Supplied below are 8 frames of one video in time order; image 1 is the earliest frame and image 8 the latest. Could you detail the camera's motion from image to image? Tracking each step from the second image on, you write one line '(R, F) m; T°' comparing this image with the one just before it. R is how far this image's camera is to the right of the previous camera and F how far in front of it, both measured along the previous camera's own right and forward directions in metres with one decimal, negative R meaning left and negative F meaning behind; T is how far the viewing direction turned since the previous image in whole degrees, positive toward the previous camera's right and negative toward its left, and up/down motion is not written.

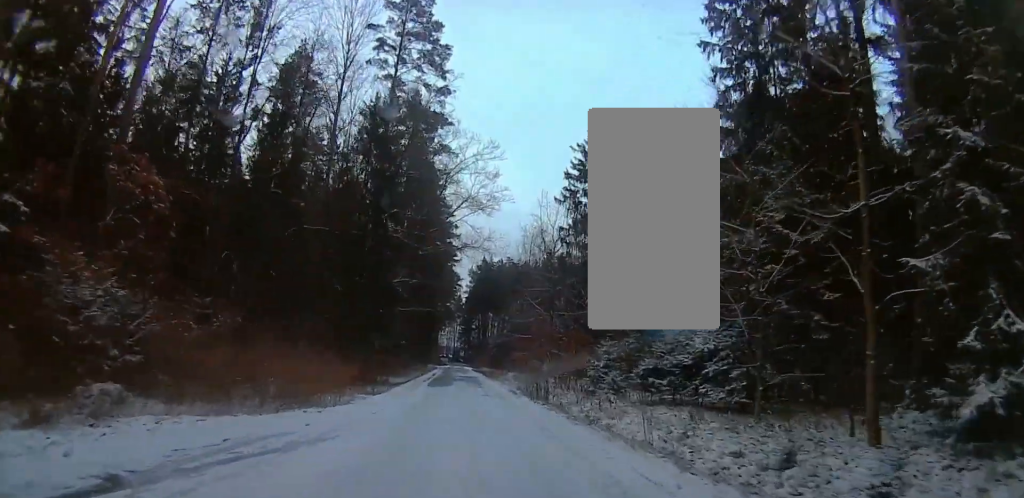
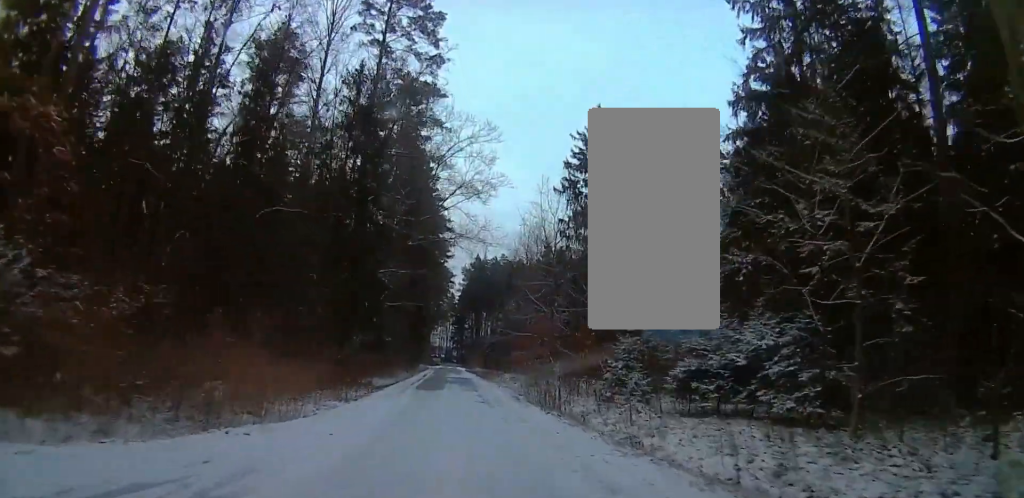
(0.0, +5.0) m; 0°
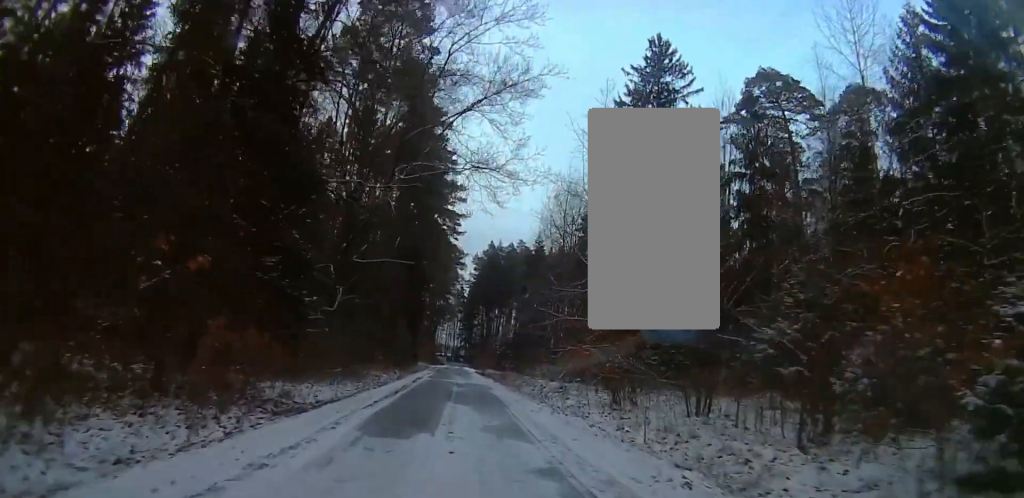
(0.0, +20.5) m; 0°
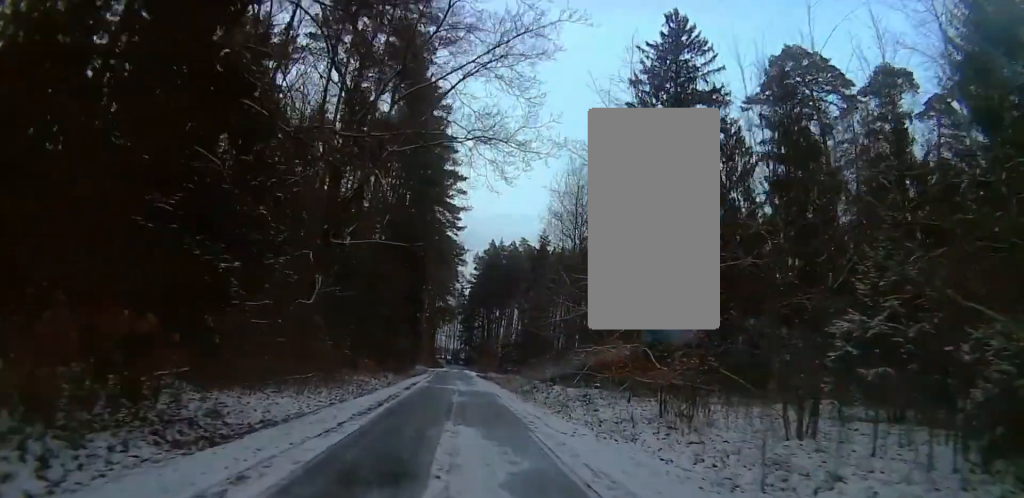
(0.0, +5.4) m; 0°
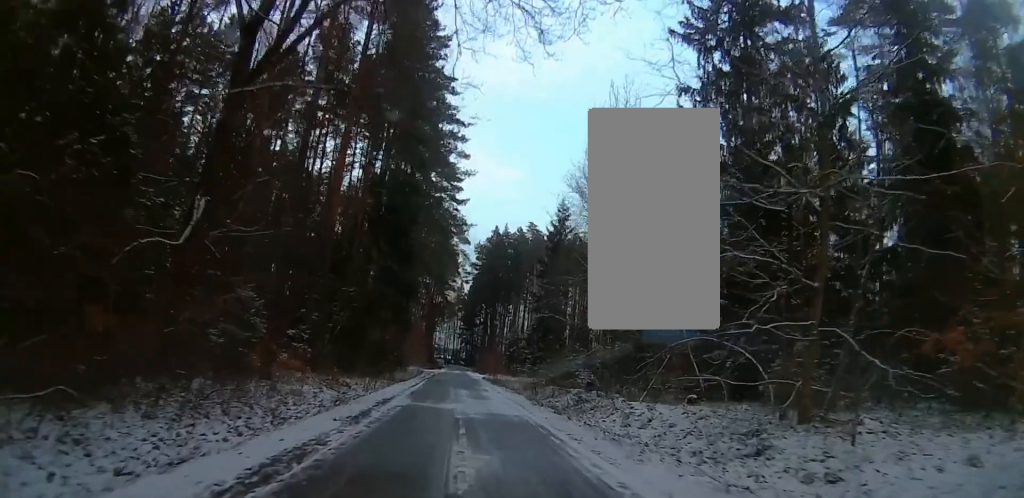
(0.0, +14.8) m; 0°
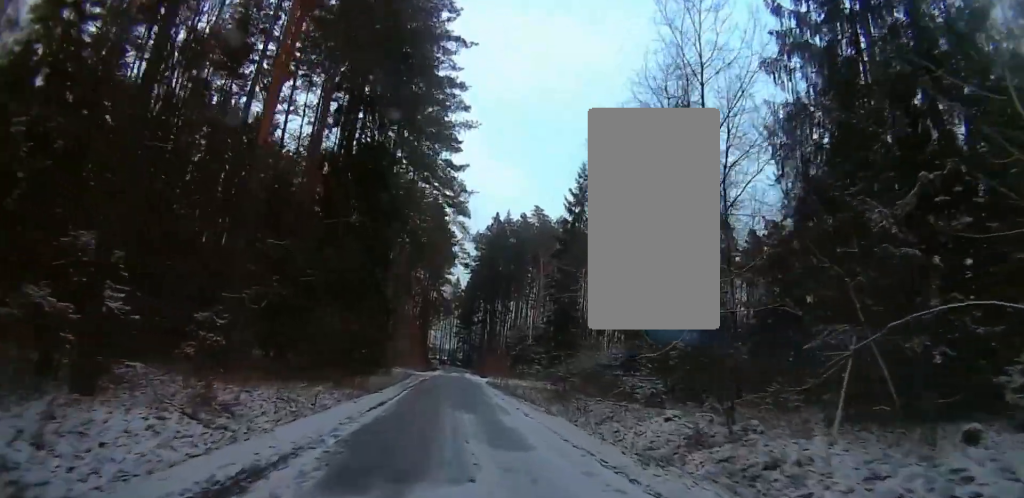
(0.0, +12.7) m; 0°
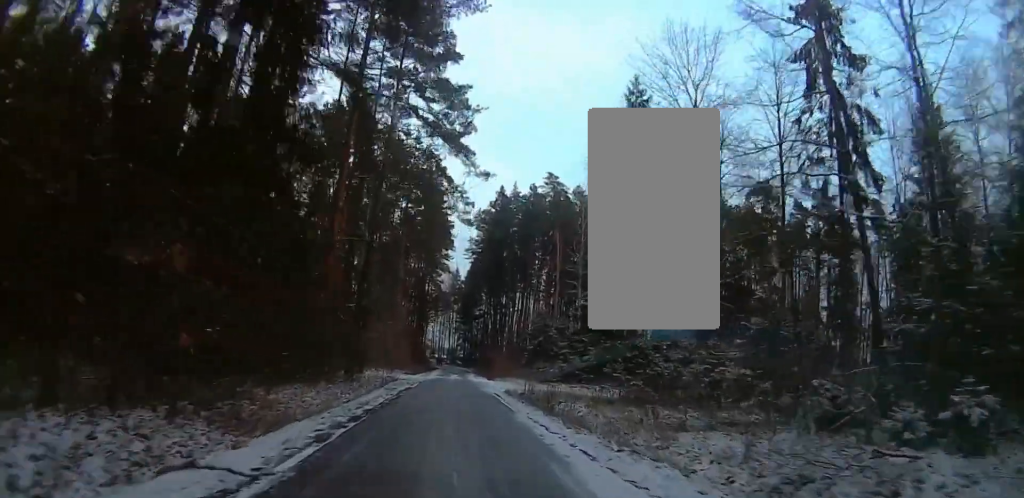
(0.0, +15.3) m; 0°
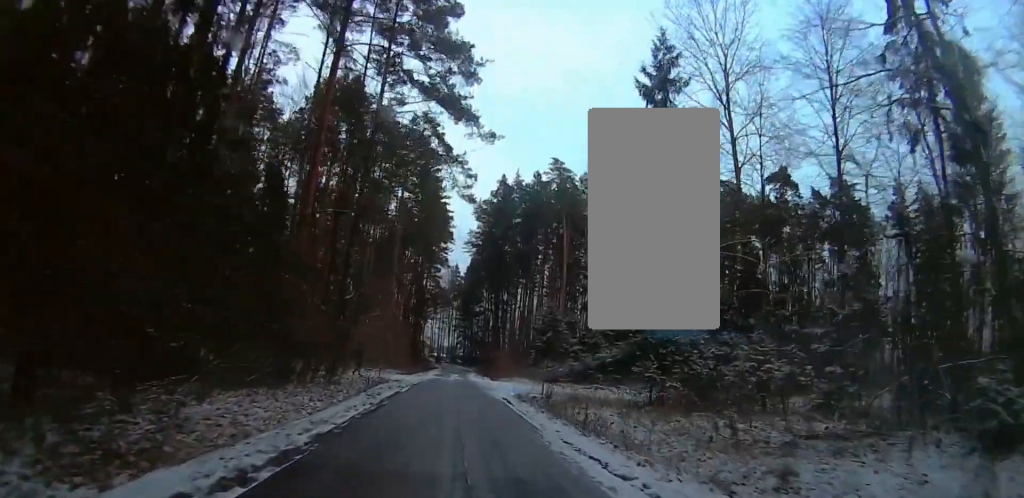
(0.0, +5.1) m; 0°
